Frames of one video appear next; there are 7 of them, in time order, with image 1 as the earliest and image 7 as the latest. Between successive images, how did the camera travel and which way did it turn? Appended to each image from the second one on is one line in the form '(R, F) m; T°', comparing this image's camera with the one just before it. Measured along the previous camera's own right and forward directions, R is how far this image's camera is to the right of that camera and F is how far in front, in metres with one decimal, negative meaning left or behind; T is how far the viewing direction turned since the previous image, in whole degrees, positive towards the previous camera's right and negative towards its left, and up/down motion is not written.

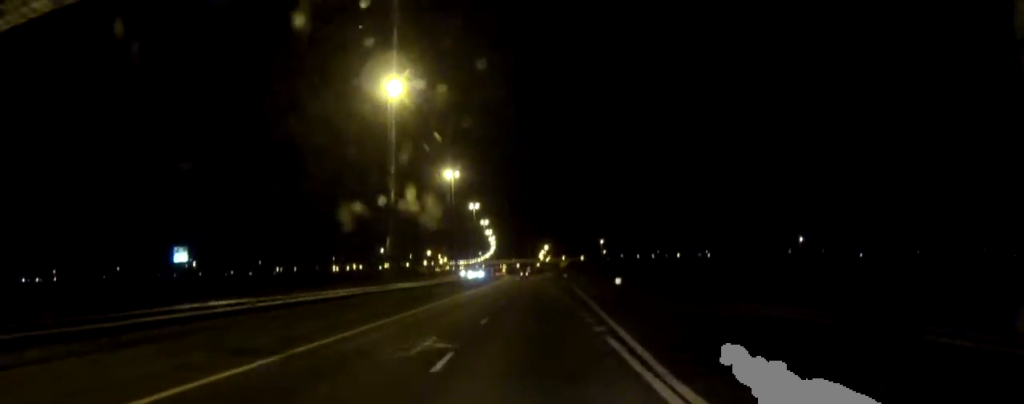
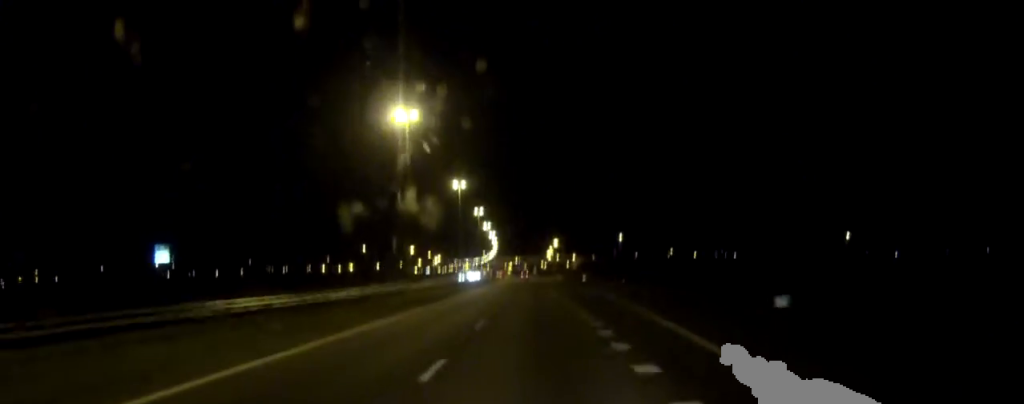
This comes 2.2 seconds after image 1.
(-0.3, +48.9) m; -1°
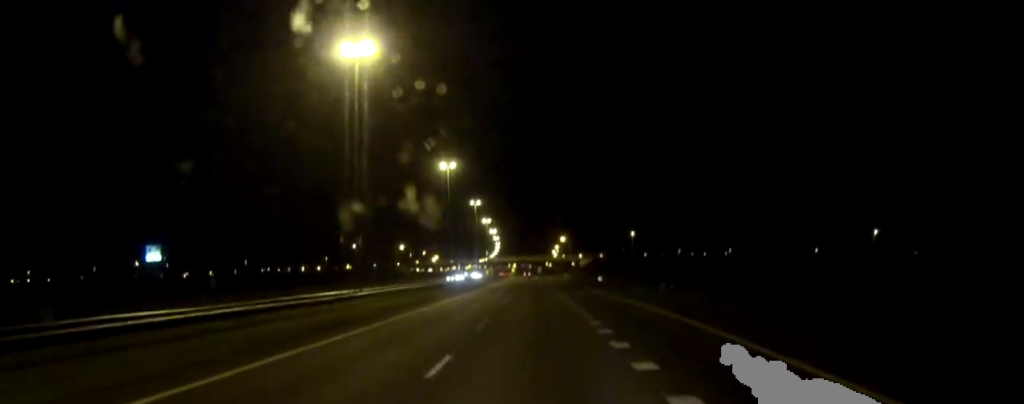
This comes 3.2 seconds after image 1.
(-0.1, +23.3) m; 0°
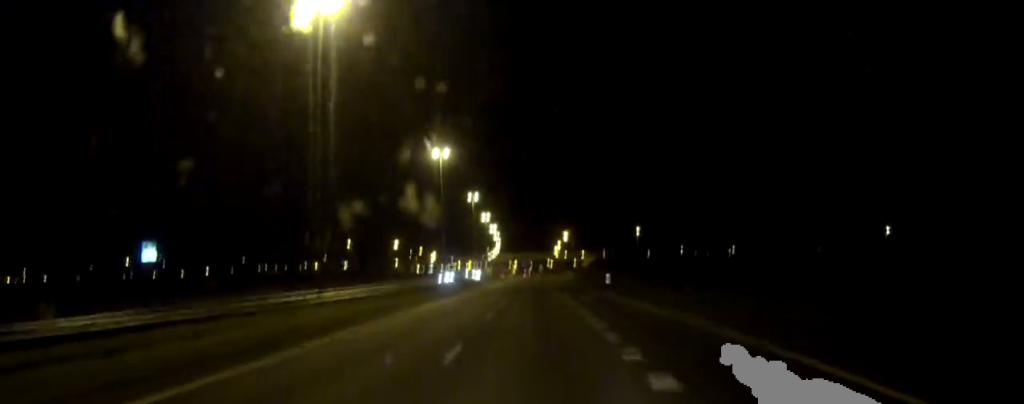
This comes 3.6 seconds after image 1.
(0.0, +9.8) m; 0°
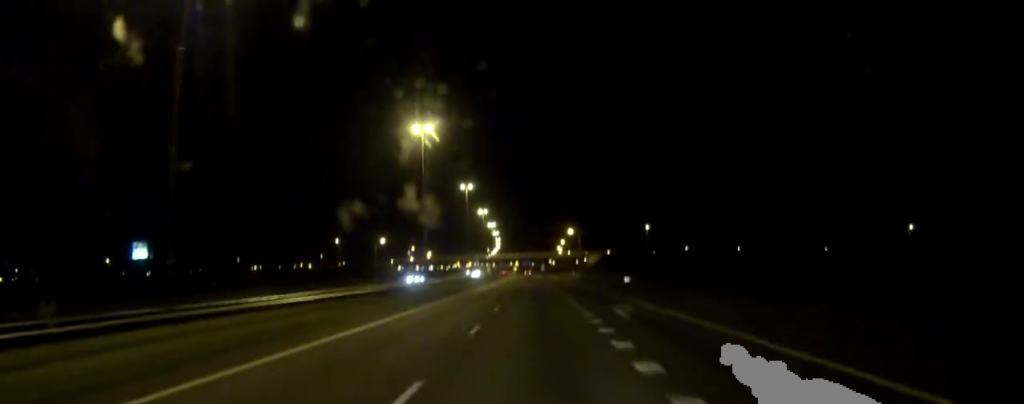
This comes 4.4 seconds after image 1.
(0.0, +18.1) m; 0°
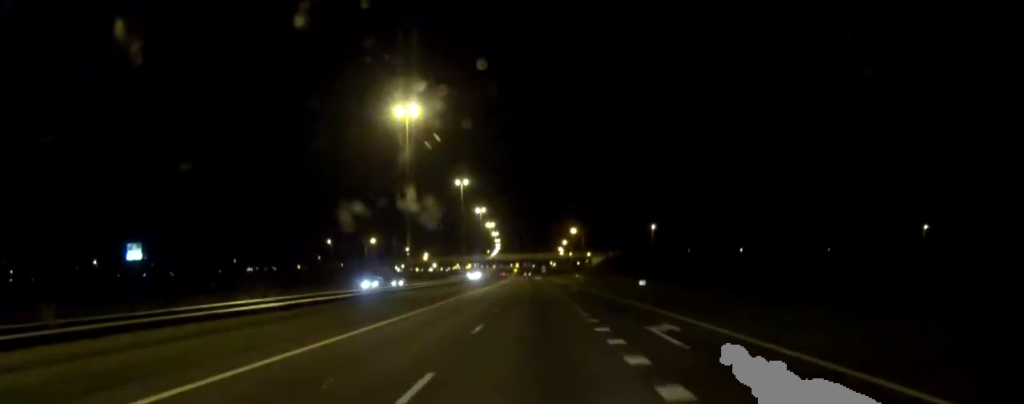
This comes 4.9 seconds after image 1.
(0.0, +10.6) m; 0°
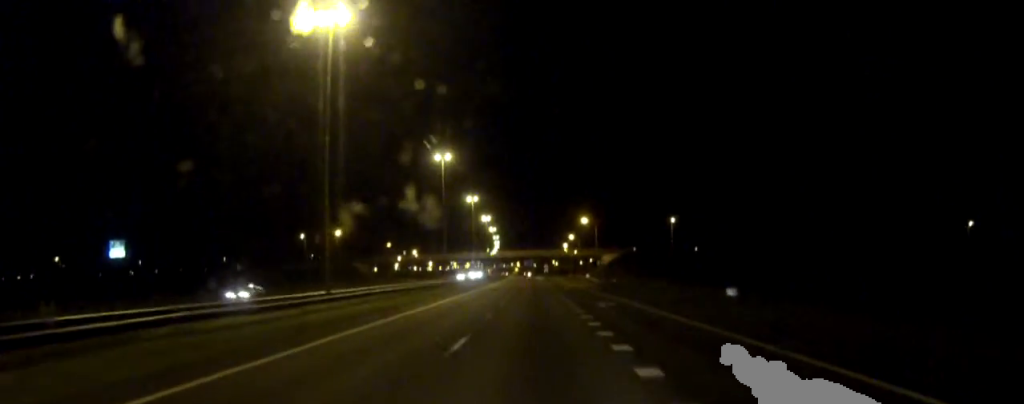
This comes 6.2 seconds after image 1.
(-0.1, +29.4) m; 0°
